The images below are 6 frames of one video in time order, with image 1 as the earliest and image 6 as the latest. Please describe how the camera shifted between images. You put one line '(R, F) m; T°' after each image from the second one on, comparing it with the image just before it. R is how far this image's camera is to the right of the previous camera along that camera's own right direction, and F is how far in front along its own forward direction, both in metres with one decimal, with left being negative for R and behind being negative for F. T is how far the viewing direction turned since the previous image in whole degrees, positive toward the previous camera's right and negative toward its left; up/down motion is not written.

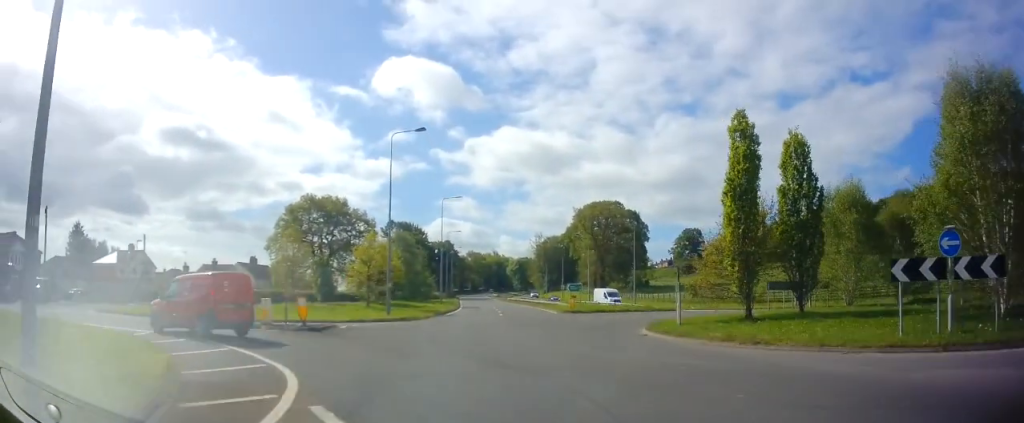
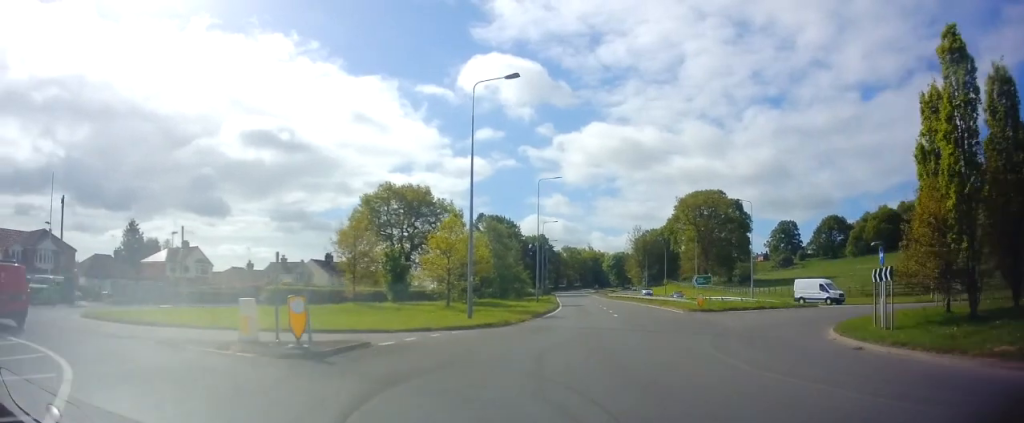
(-0.5, +8.3) m; -6°
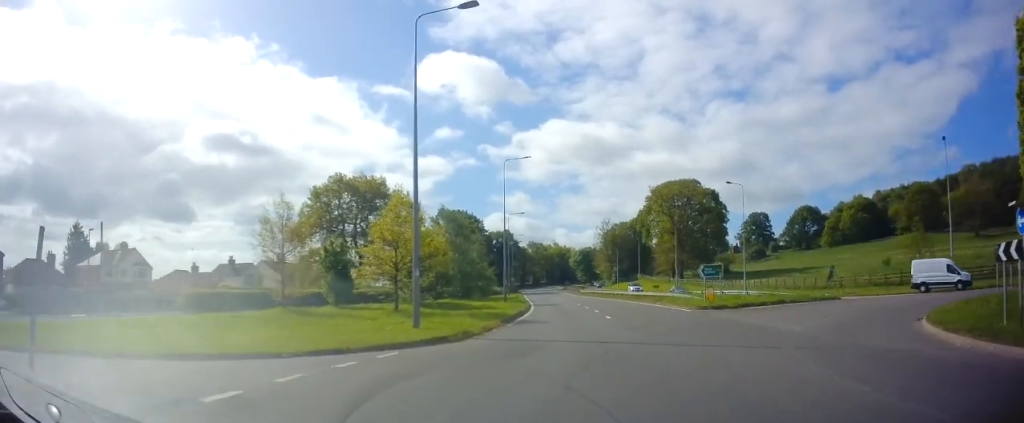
(-0.1, +7.3) m; +2°
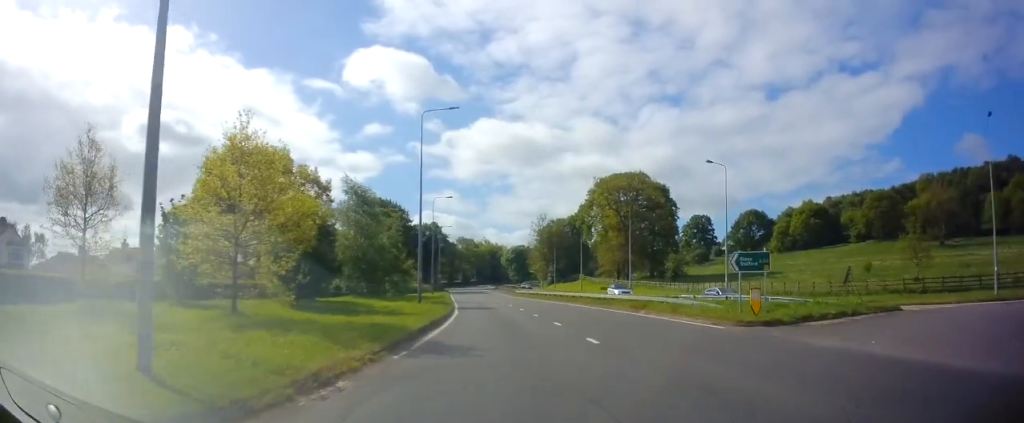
(+0.7, +12.0) m; +4°
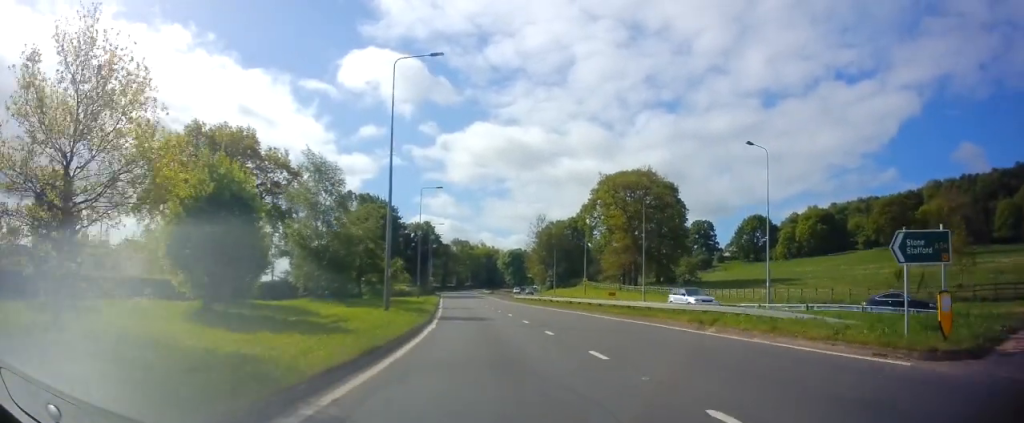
(-0.1, +8.3) m; 0°
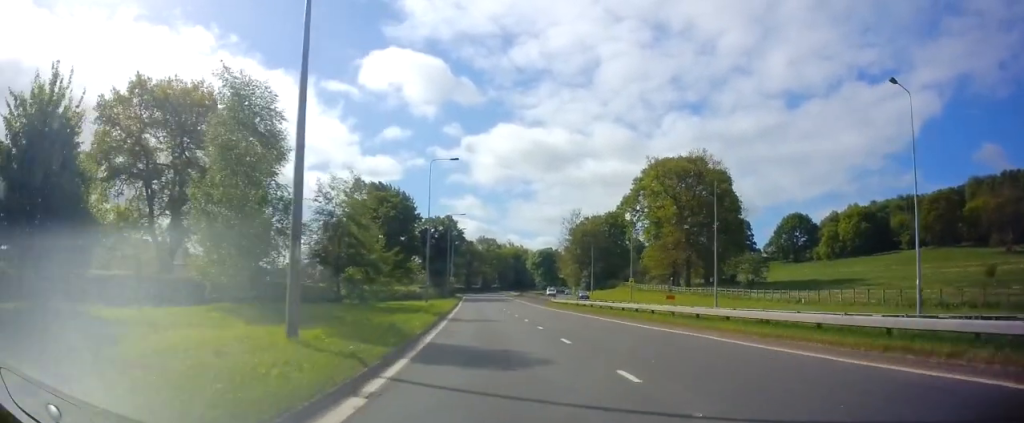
(+0.3, +13.9) m; +1°
